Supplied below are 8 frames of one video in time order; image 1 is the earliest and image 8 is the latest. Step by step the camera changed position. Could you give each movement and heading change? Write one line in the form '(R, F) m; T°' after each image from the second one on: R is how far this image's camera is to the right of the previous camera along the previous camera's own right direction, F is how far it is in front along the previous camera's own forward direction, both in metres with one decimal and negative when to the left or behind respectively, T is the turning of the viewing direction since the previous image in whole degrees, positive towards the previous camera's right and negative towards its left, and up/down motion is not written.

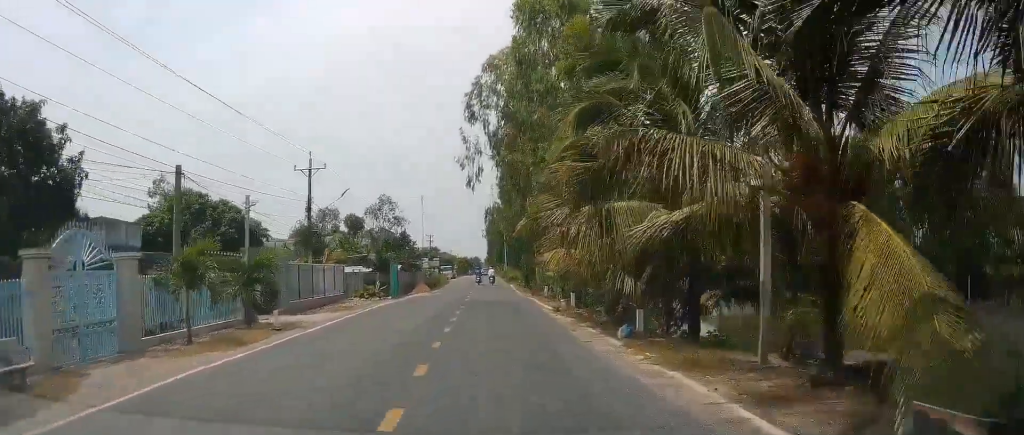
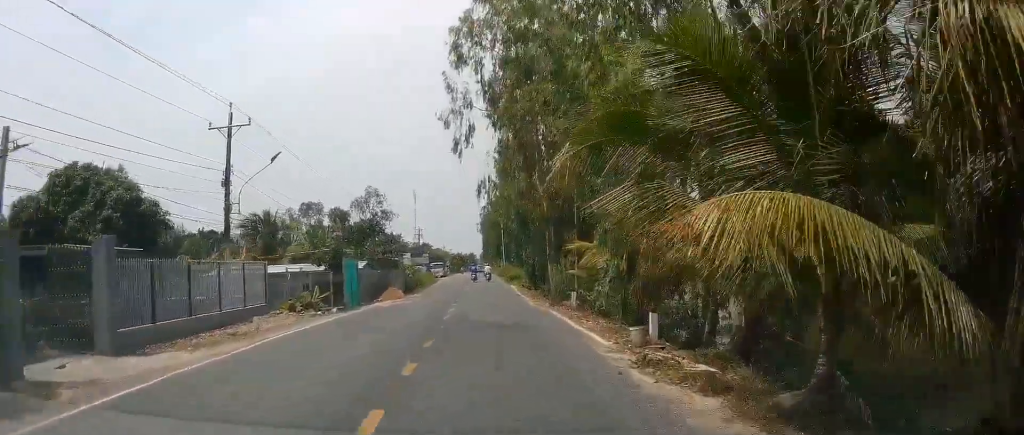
(-0.1, +12.7) m; 0°
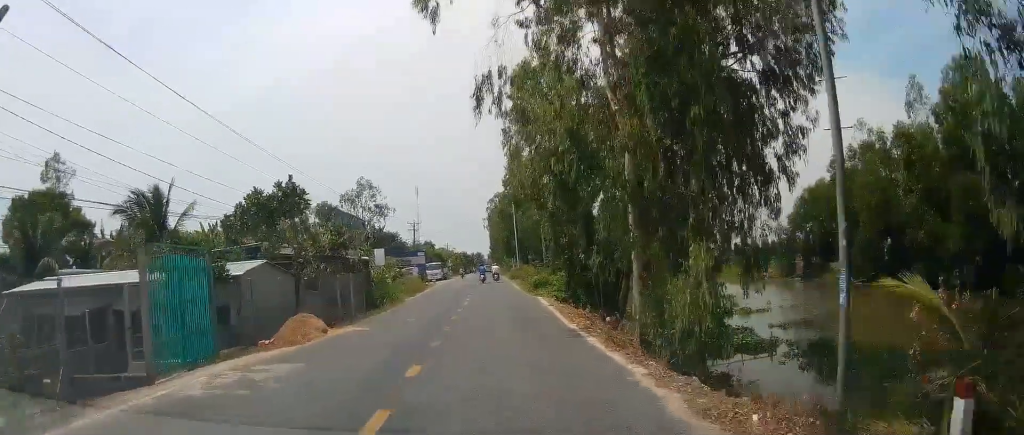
(+0.2, +18.7) m; 0°
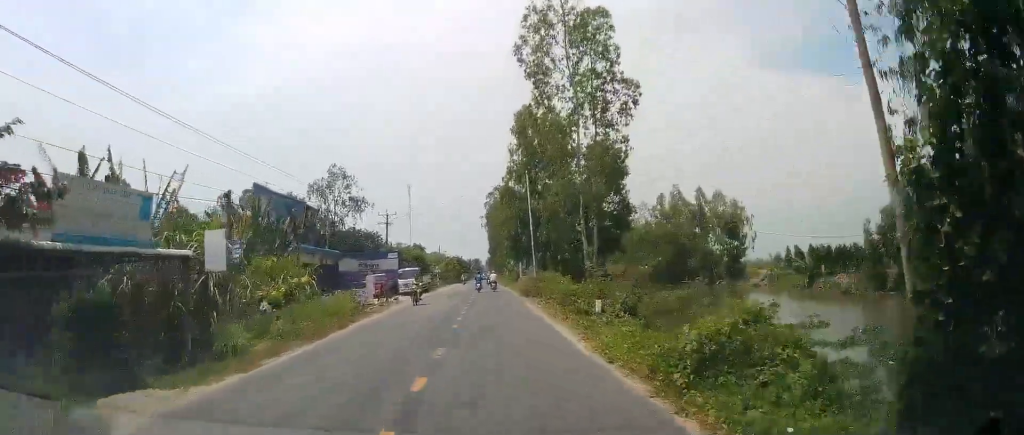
(-0.6, +25.3) m; -3°
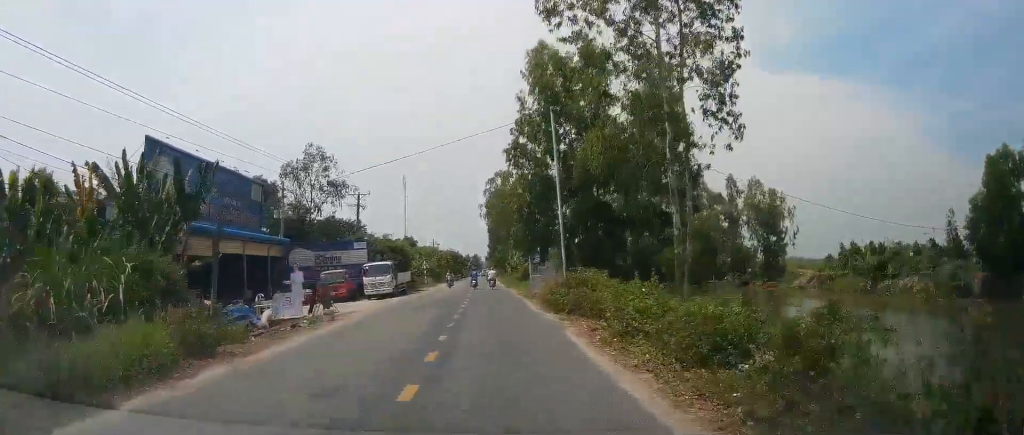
(-0.2, +15.3) m; +1°
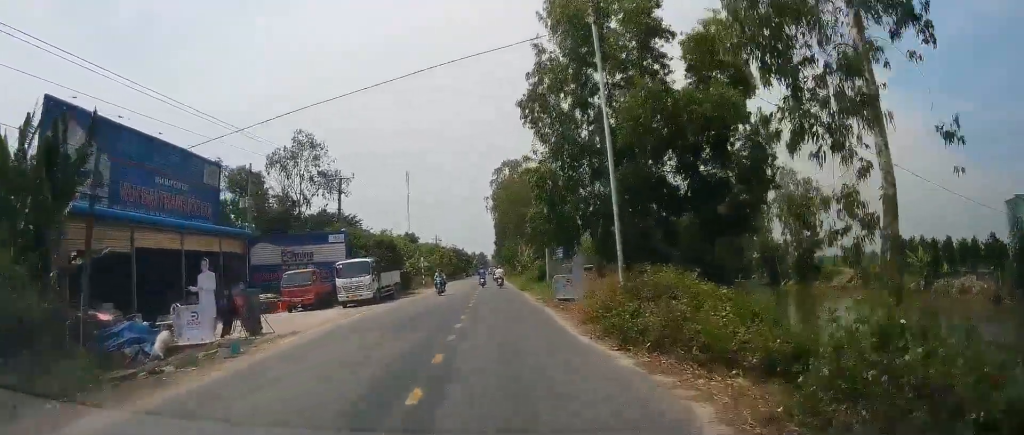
(+0.5, +9.3) m; 0°
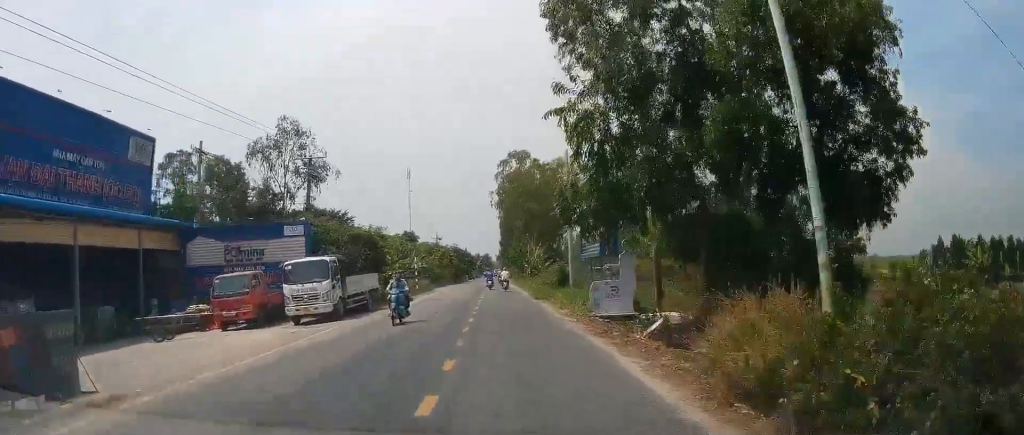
(-0.2, +9.2) m; -1°
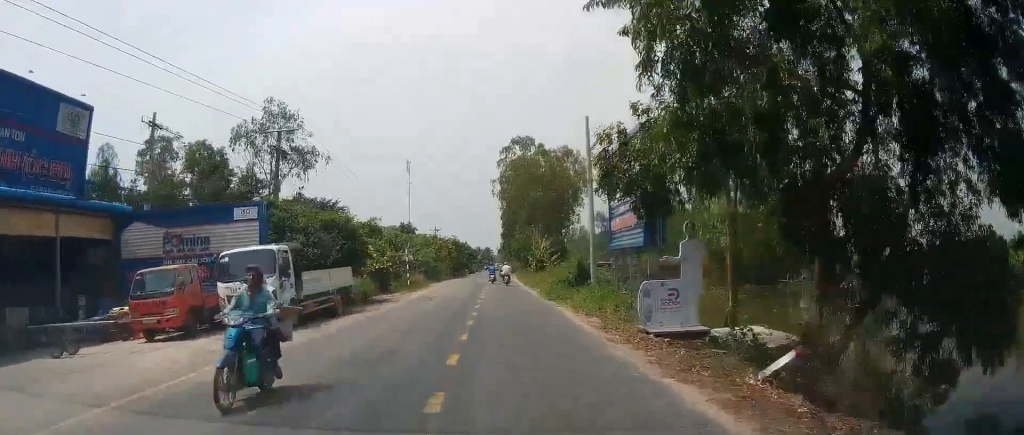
(-0.2, +6.0) m; -1°
